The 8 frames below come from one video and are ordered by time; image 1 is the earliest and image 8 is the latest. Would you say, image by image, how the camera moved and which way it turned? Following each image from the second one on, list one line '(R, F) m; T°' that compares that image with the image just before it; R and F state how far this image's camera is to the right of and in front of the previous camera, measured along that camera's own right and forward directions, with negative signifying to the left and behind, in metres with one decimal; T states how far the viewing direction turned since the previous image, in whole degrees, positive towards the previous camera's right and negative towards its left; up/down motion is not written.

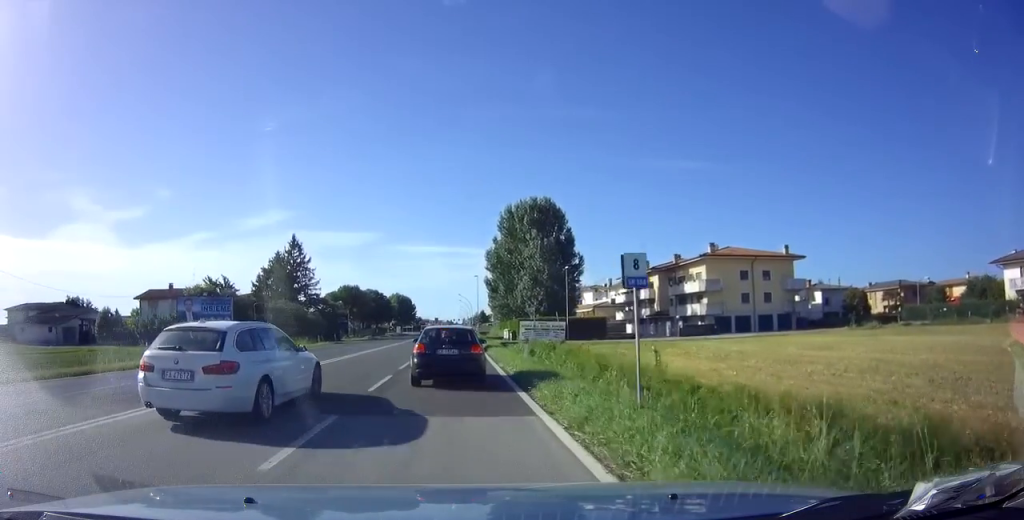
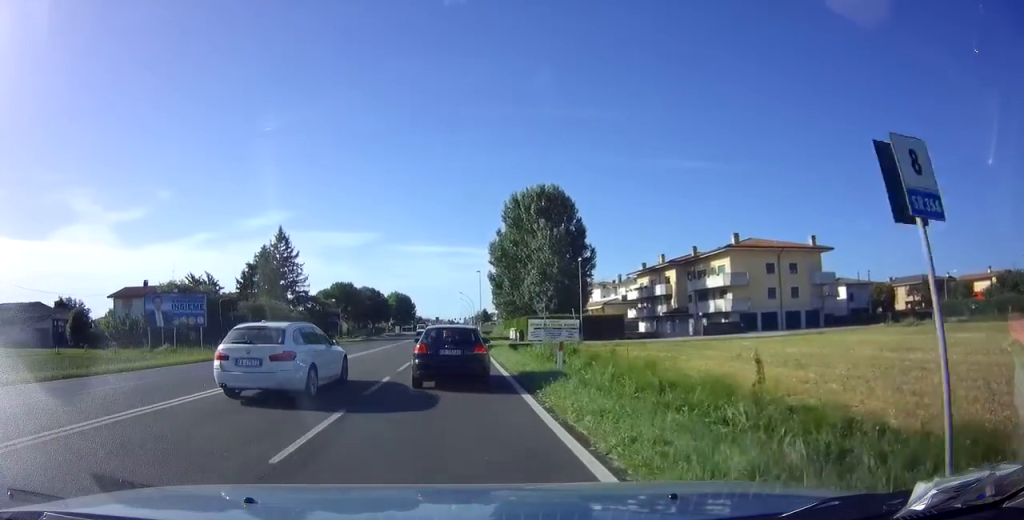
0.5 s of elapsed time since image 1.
(0.0, +6.1) m; 0°
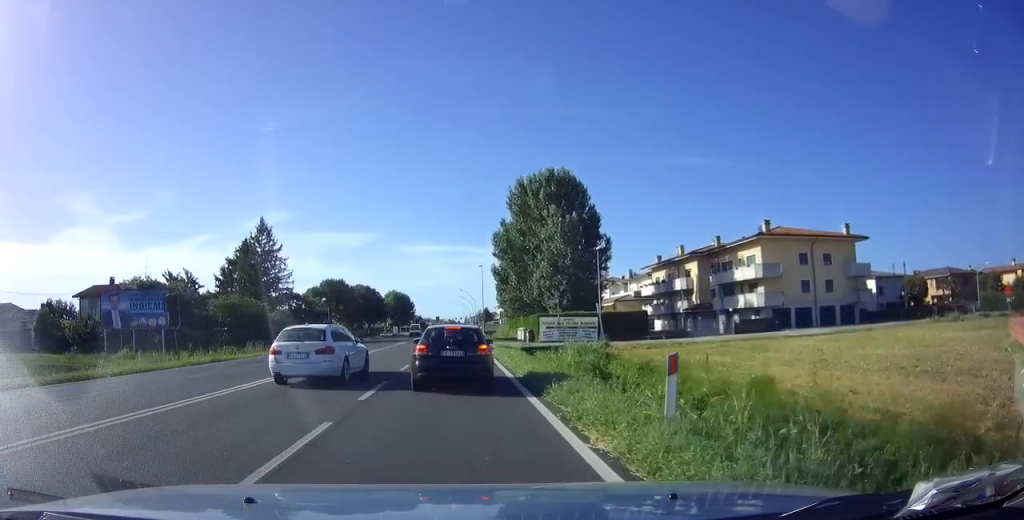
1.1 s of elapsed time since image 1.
(0.0, +6.7) m; 0°
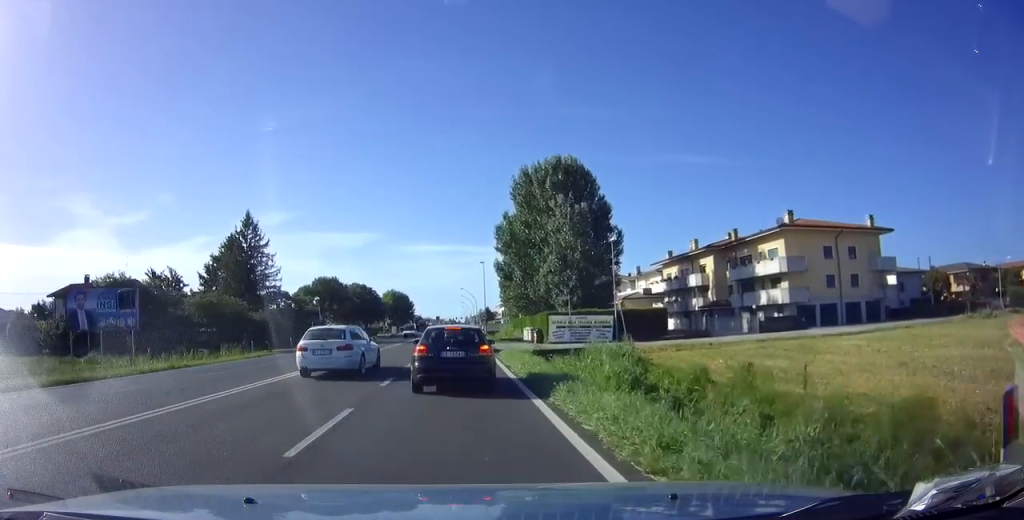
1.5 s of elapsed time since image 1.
(-0.1, +4.4) m; 0°
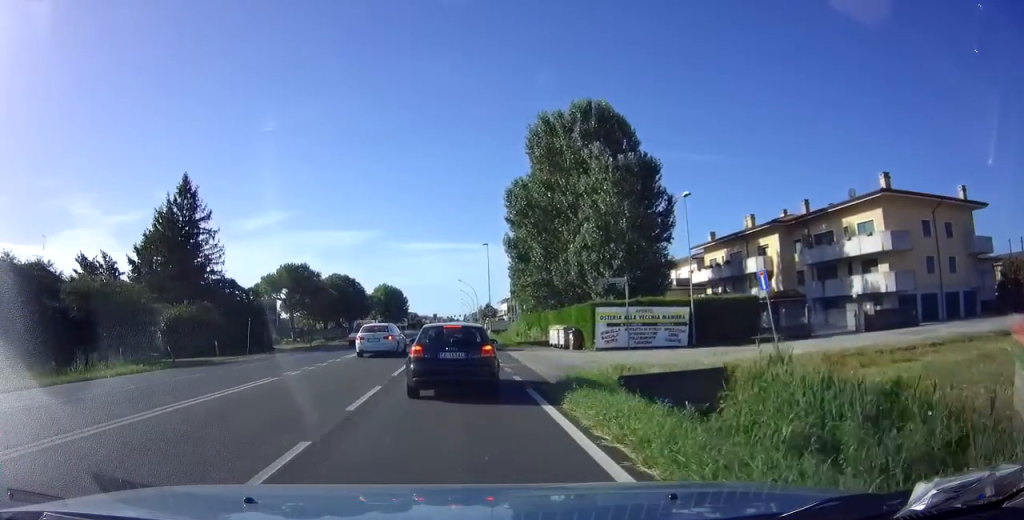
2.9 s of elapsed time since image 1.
(+0.2, +14.4) m; +1°
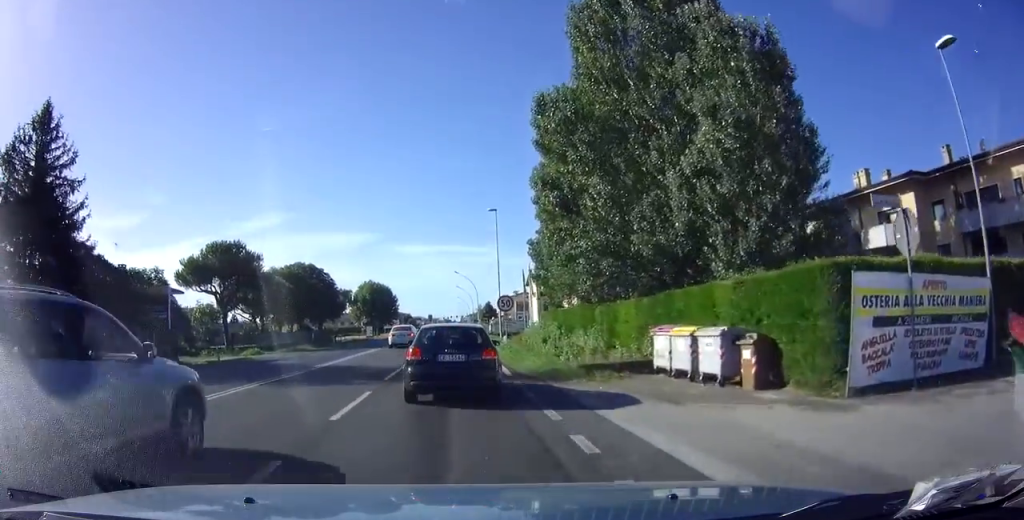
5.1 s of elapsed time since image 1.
(-0.2, +18.8) m; 0°
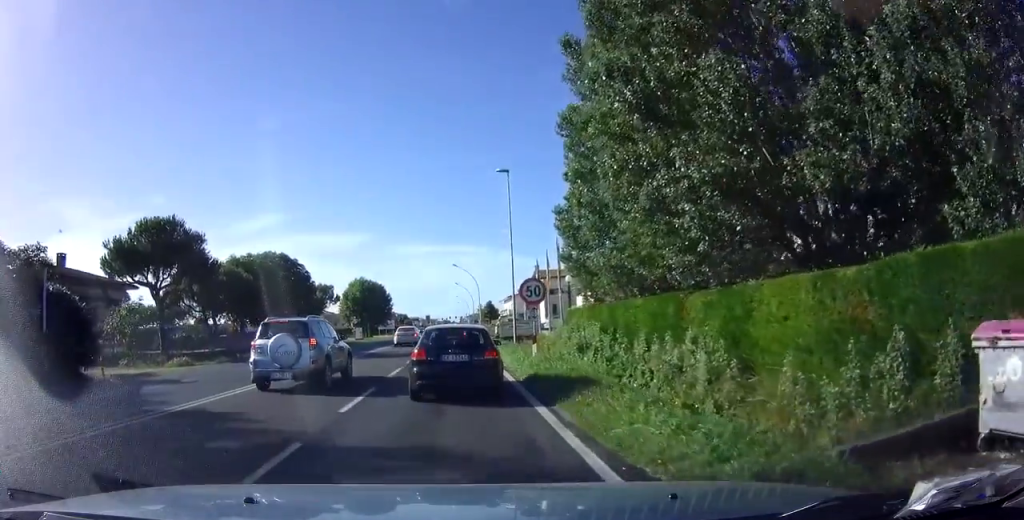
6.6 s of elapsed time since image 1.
(0.0, +10.9) m; -1°
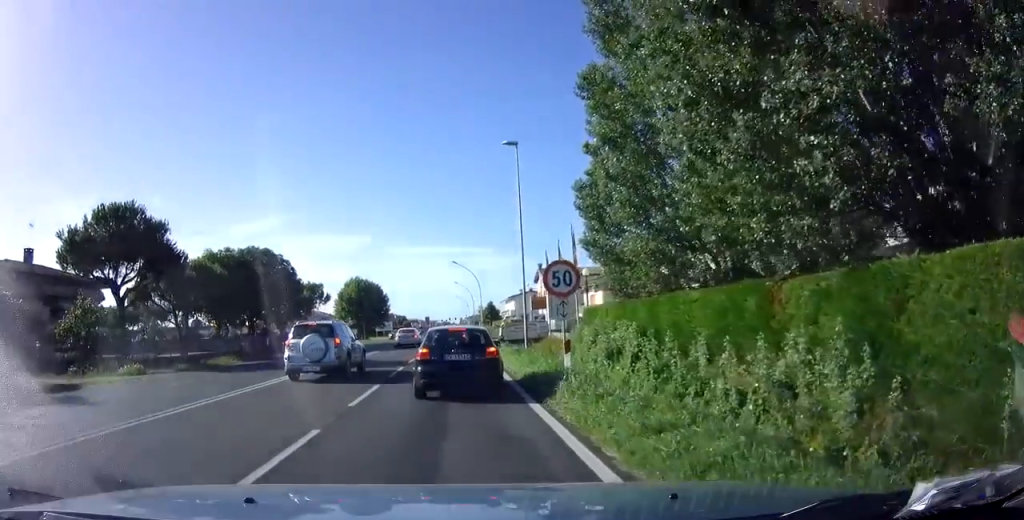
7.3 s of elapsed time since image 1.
(0.0, +5.0) m; +1°
